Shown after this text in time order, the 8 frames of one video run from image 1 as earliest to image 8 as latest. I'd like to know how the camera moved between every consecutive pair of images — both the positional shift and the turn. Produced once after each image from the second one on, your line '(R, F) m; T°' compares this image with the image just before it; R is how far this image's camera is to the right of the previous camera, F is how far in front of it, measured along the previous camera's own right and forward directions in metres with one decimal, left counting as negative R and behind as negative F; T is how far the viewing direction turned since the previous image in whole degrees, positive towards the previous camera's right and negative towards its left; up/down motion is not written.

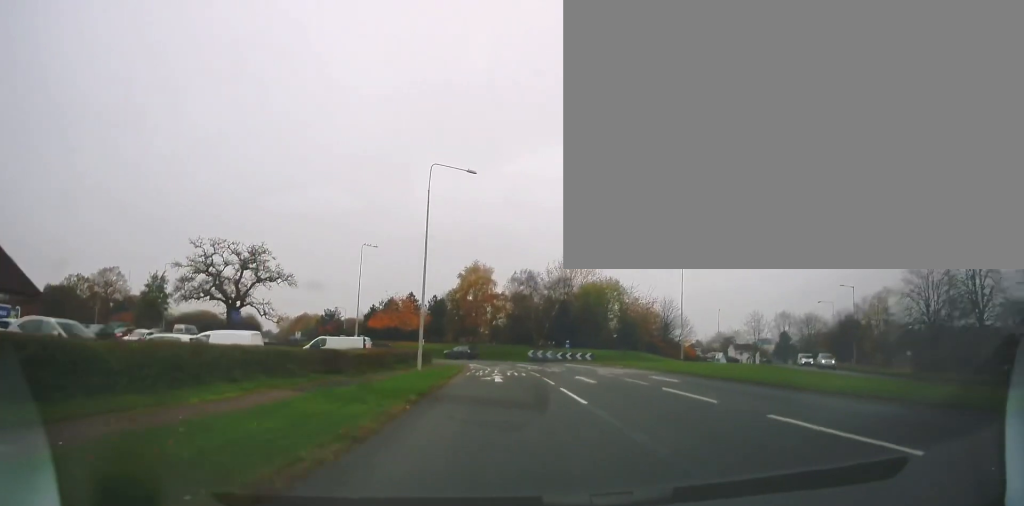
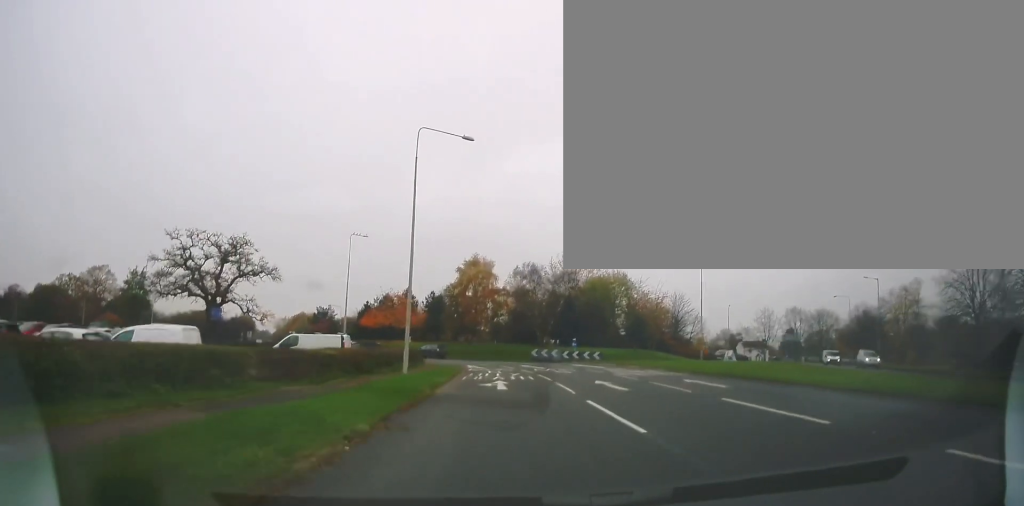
(0.0, +5.8) m; -1°
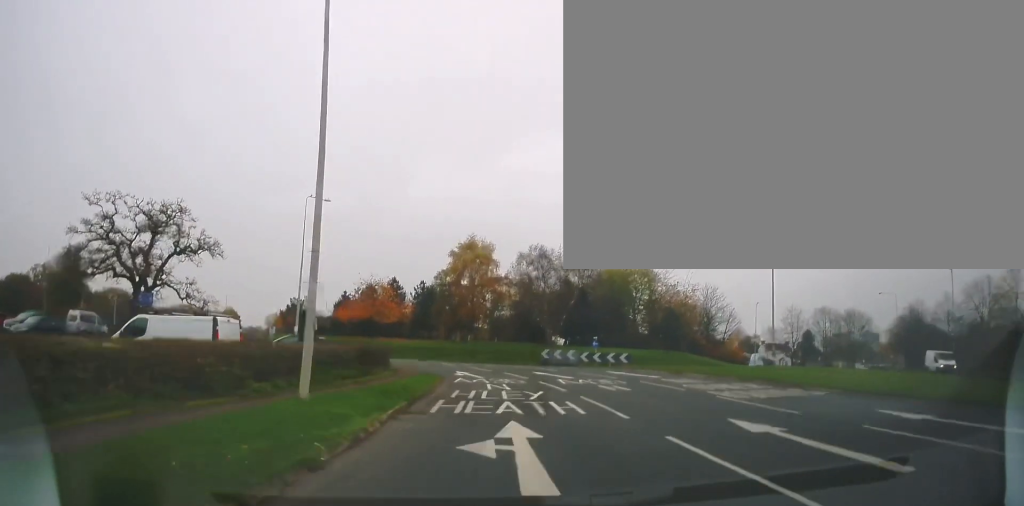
(-0.4, +15.2) m; -2°
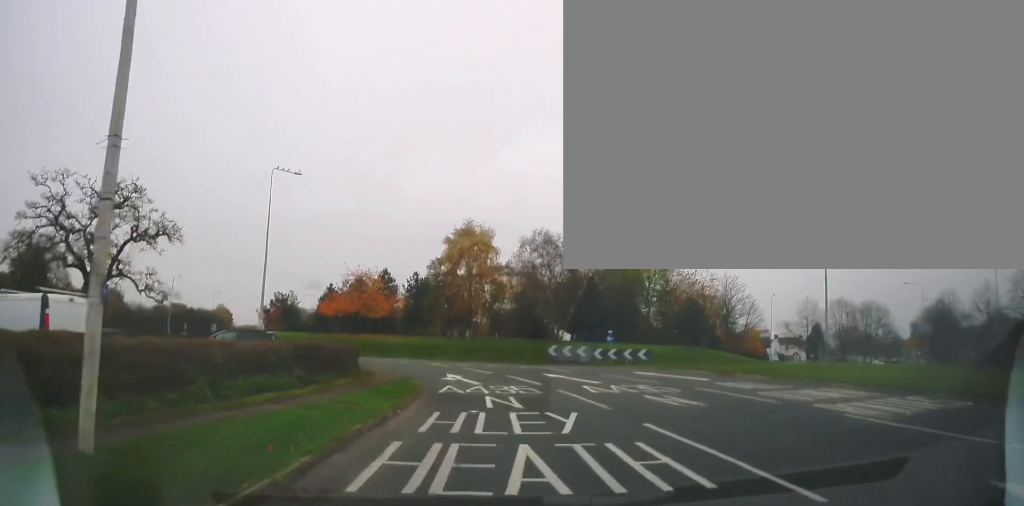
(0.0, +7.3) m; +2°
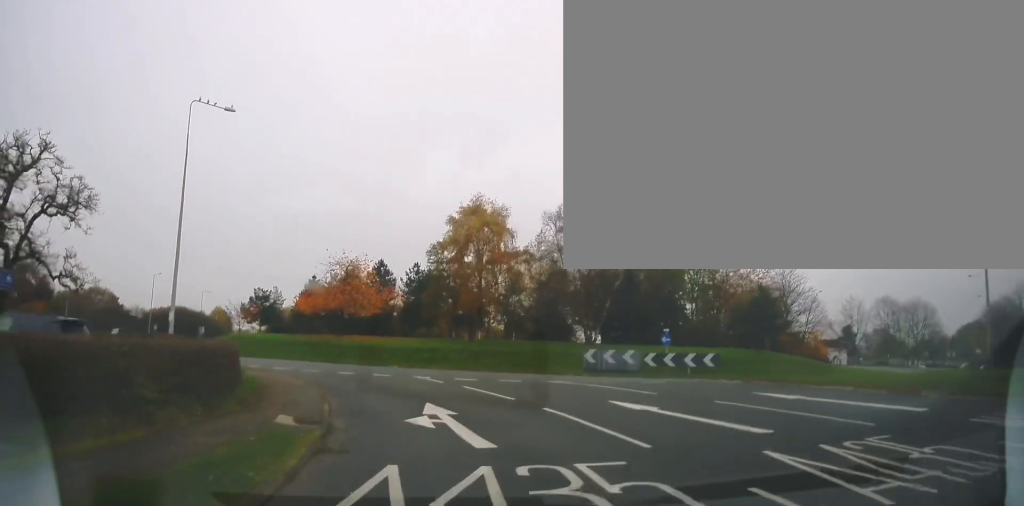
(+0.4, +12.9) m; -1°
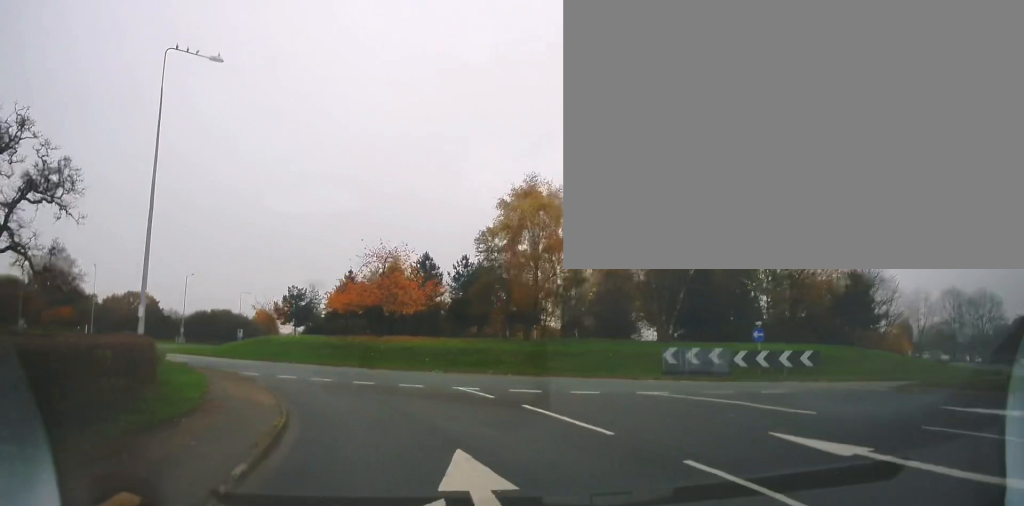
(-0.4, +6.5) m; -5°
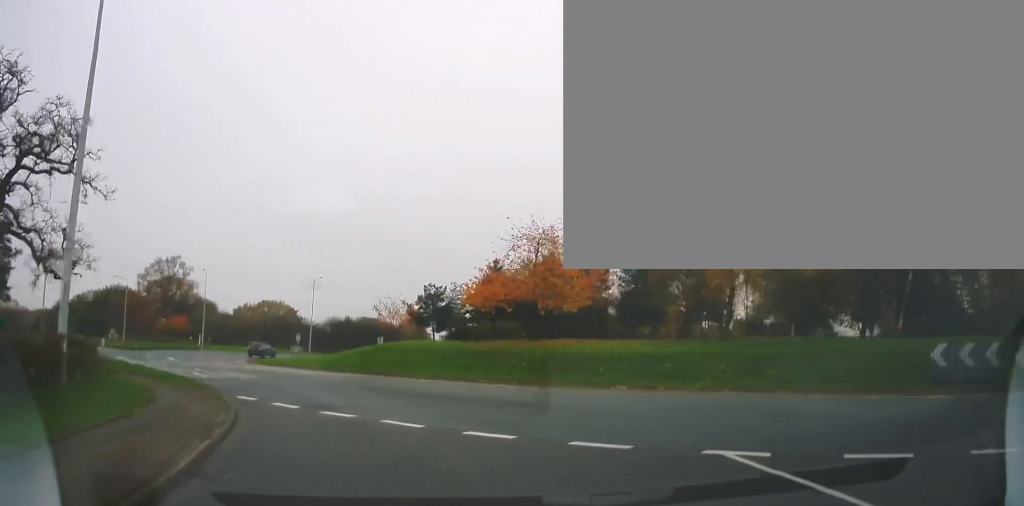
(-1.0, +11.2) m; -14°
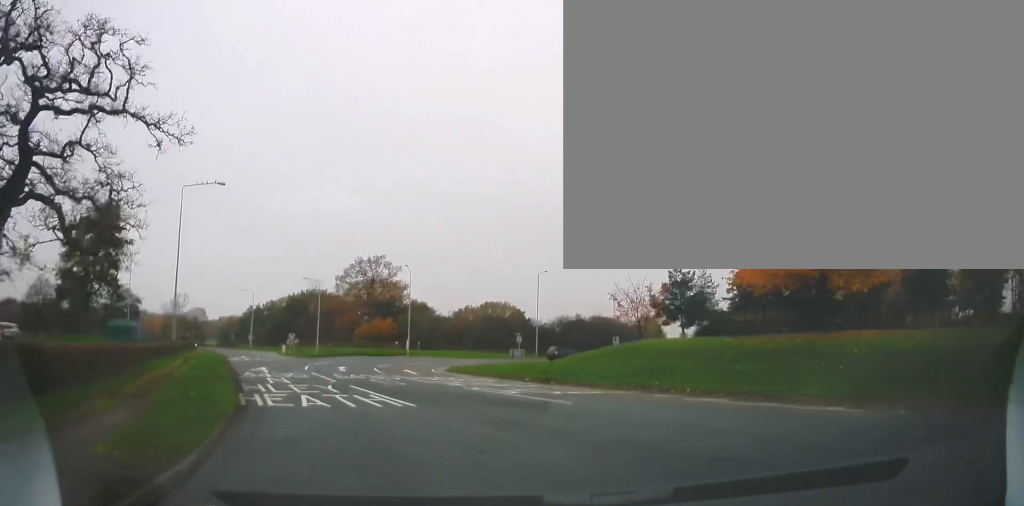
(-2.2, +10.7) m; -22°
